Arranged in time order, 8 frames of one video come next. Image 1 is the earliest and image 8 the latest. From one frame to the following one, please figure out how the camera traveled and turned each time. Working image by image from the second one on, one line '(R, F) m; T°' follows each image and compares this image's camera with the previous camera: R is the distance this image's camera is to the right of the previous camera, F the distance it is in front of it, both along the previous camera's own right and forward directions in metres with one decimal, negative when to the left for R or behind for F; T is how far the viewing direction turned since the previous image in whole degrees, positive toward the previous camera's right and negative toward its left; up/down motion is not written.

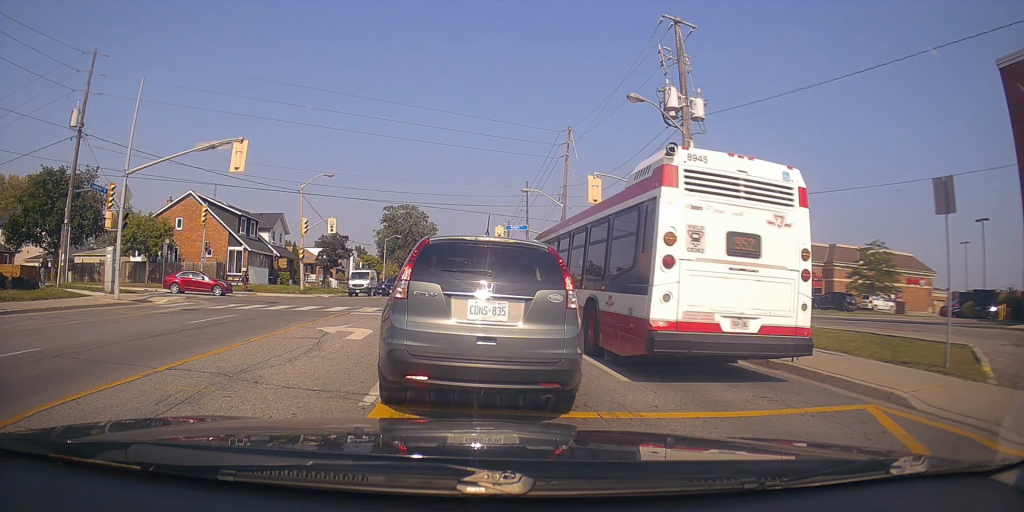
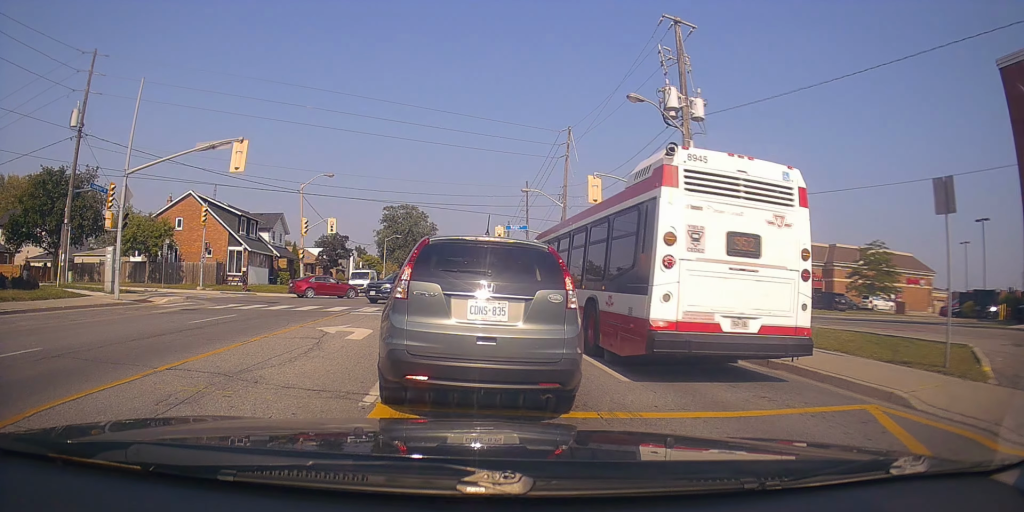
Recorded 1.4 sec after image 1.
(0.0, 0.0) m; 0°
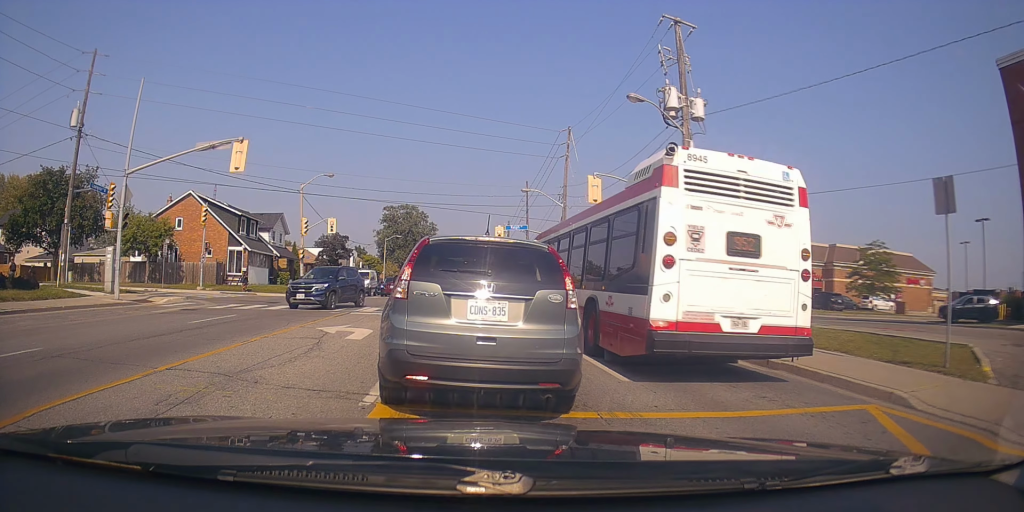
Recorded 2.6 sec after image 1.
(0.0, 0.0) m; 0°
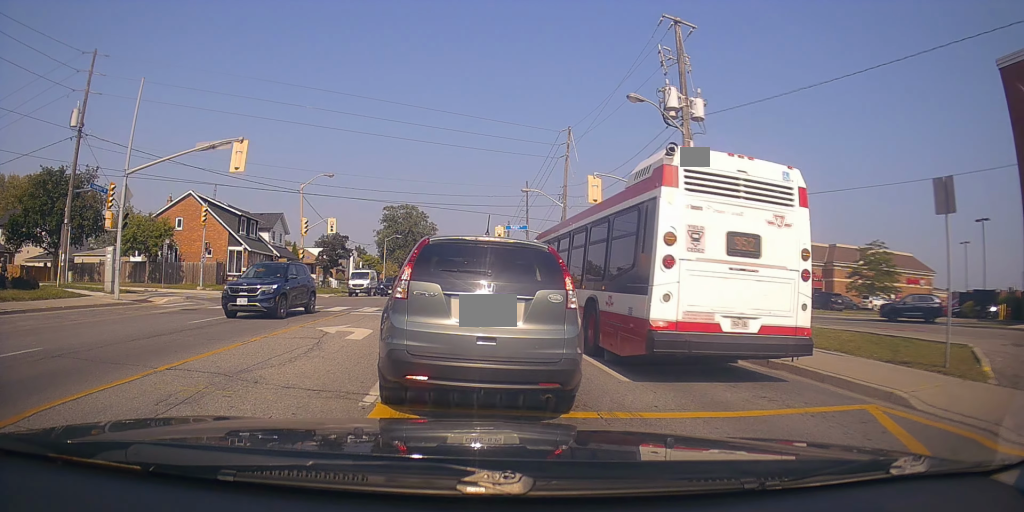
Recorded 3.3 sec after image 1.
(0.0, 0.0) m; 0°
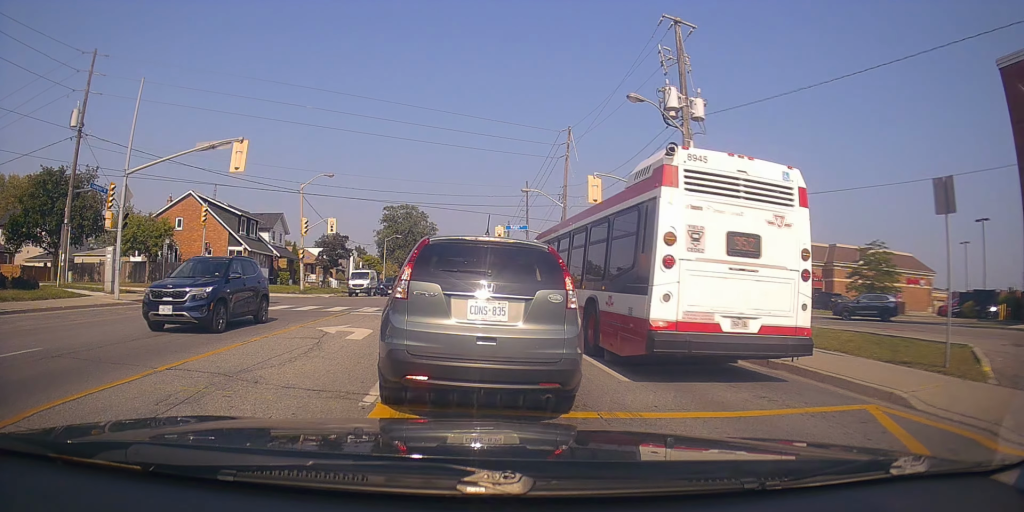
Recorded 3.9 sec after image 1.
(0.0, 0.0) m; 0°
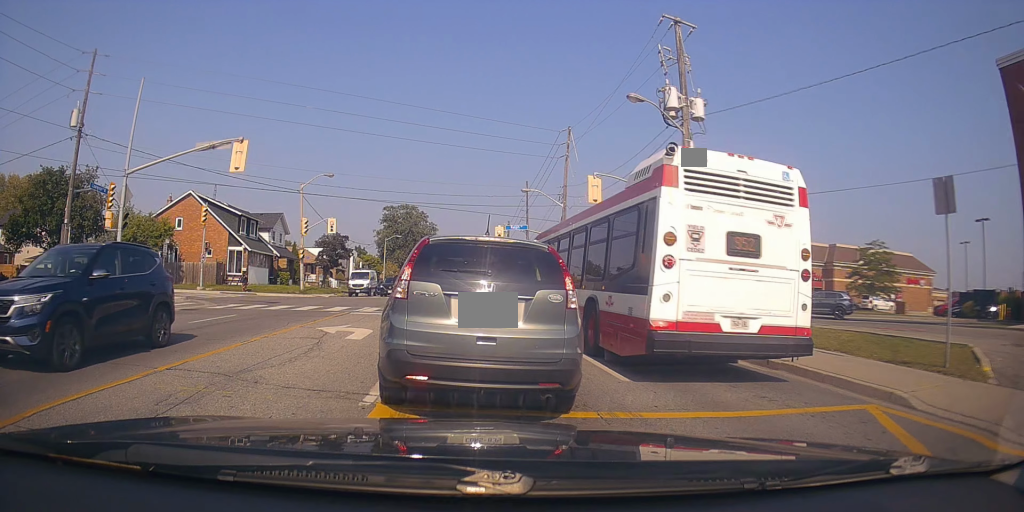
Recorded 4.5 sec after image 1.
(0.0, 0.0) m; 0°
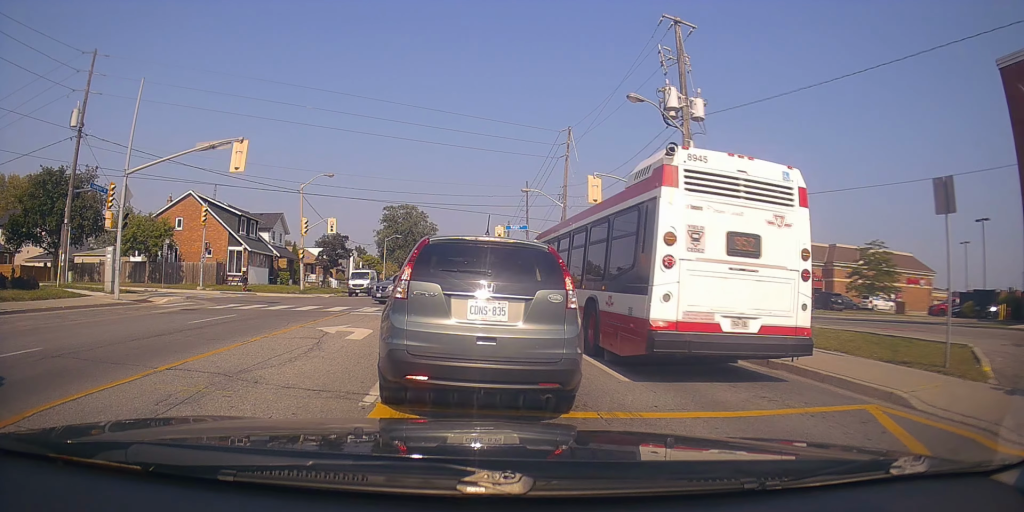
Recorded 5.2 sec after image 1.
(0.0, 0.0) m; 0°
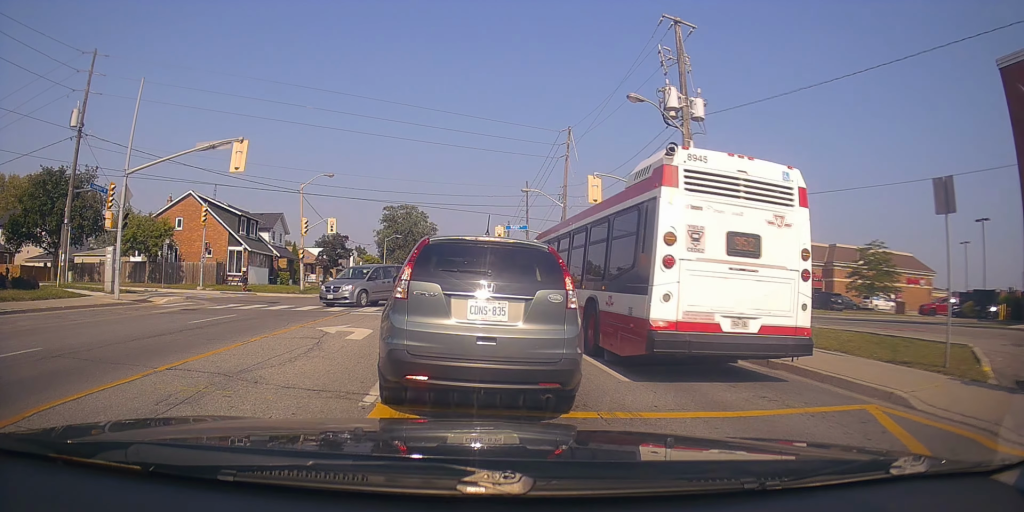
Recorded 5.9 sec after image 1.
(0.0, 0.0) m; 0°
